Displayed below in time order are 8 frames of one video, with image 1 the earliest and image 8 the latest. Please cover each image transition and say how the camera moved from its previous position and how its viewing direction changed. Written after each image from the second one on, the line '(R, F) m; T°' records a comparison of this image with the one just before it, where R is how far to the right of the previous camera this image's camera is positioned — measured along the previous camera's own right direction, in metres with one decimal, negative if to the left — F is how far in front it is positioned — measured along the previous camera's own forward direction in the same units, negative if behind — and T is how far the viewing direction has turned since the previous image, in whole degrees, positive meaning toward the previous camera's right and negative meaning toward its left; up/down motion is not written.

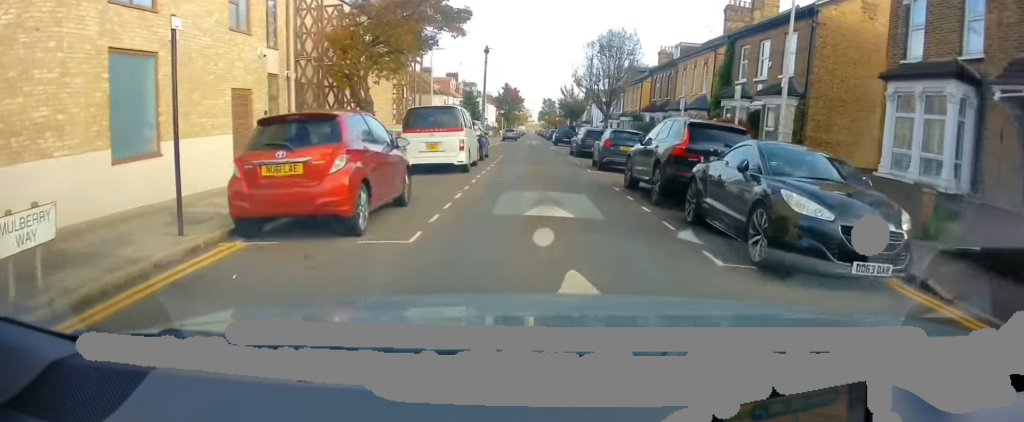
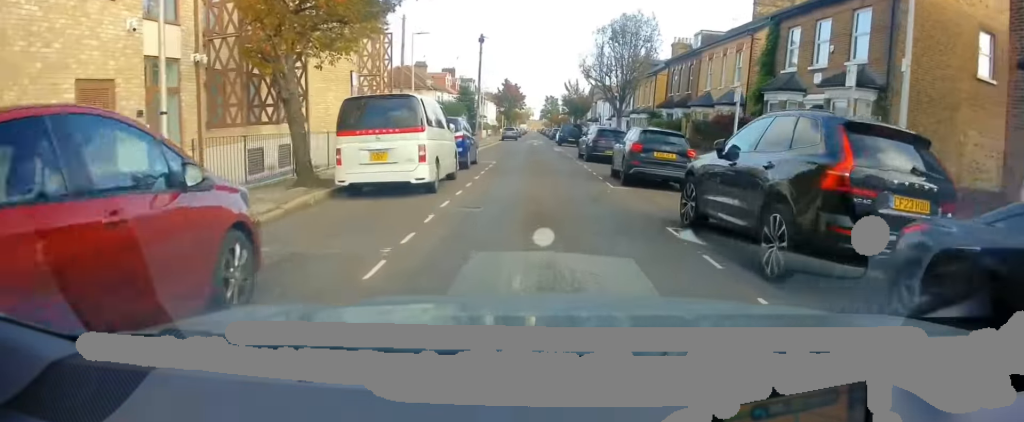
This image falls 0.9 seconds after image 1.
(+0.1, +5.5) m; +1°
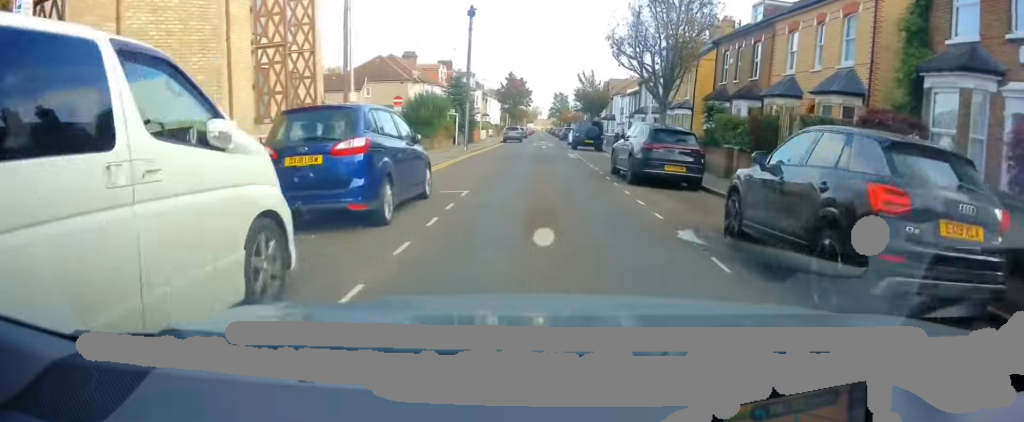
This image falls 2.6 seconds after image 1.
(-0.3, +10.5) m; -1°
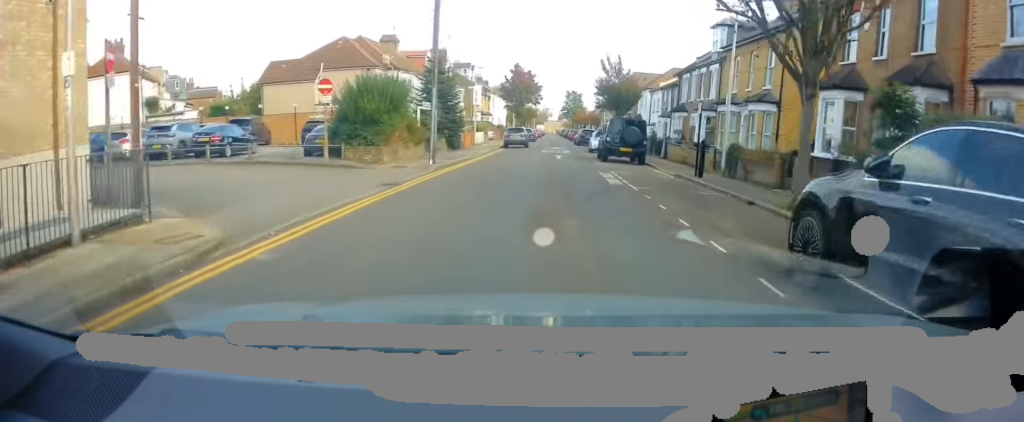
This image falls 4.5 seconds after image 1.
(+0.1, +12.1) m; -3°
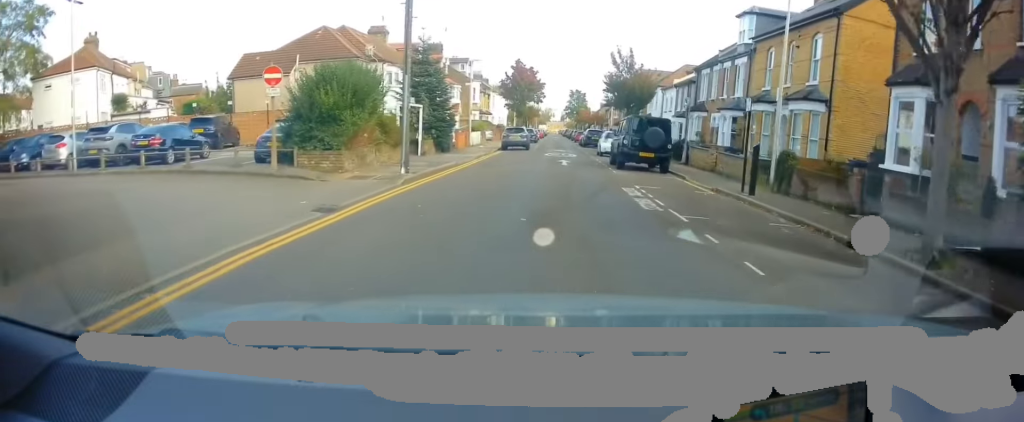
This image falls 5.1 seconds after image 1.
(-0.2, +4.2) m; -2°
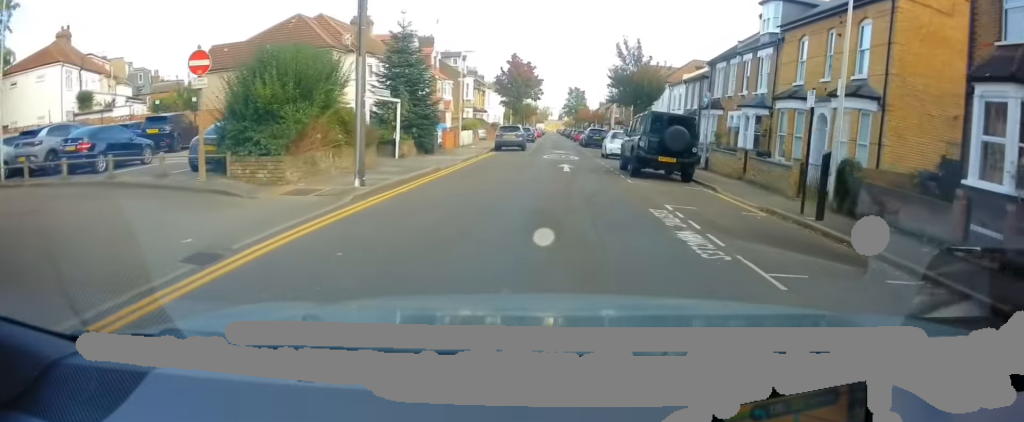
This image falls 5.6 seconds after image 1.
(0.0, +3.6) m; +1°
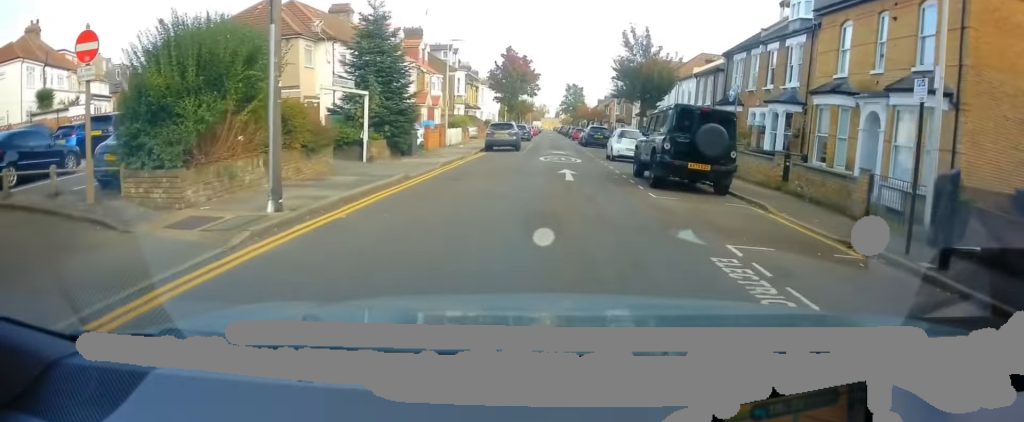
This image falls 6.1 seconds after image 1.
(0.0, +3.7) m; +1°
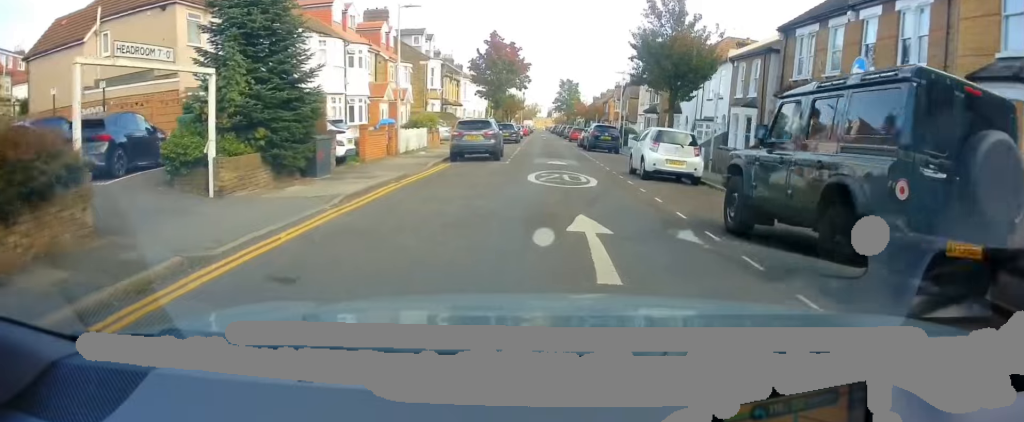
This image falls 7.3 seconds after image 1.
(+0.2, +9.3) m; +2°
